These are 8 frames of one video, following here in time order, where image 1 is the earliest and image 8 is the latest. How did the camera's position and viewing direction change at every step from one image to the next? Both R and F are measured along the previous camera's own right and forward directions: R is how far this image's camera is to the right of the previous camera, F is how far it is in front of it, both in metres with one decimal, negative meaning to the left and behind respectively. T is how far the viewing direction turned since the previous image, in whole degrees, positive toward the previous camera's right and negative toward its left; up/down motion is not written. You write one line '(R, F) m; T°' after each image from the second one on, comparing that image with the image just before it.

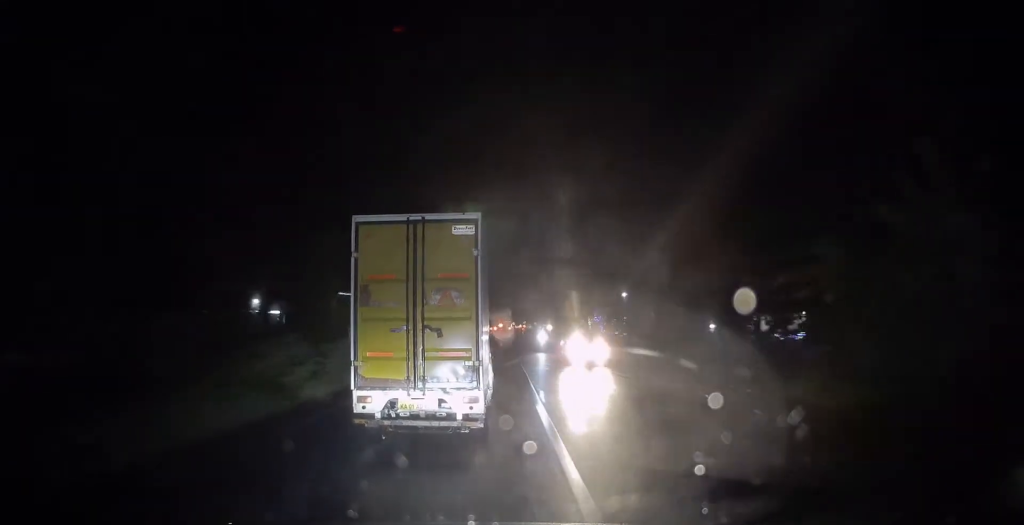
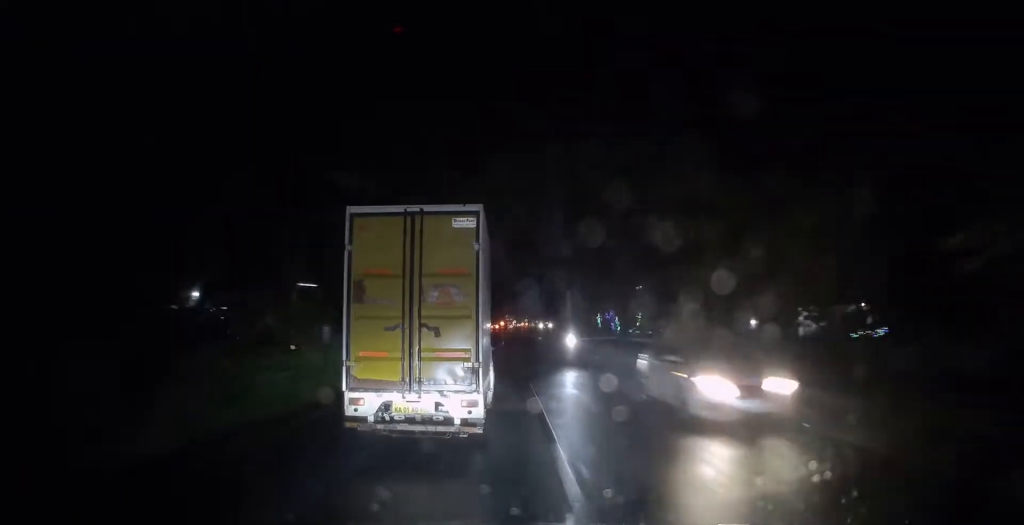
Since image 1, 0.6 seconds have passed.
(-0.2, +8.8) m; +1°
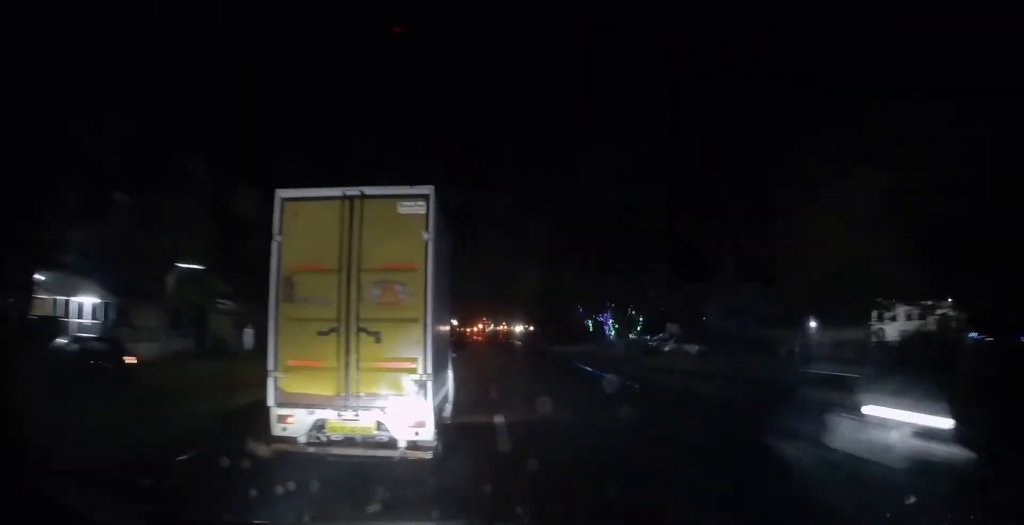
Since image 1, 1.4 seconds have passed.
(+0.4, +11.8) m; +2°
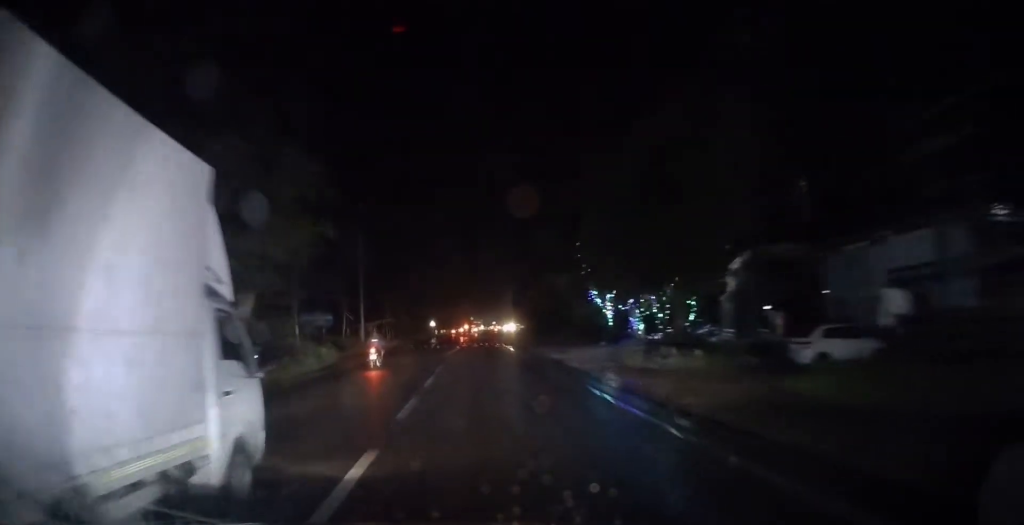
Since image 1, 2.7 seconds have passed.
(+0.5, +21.5) m; 0°
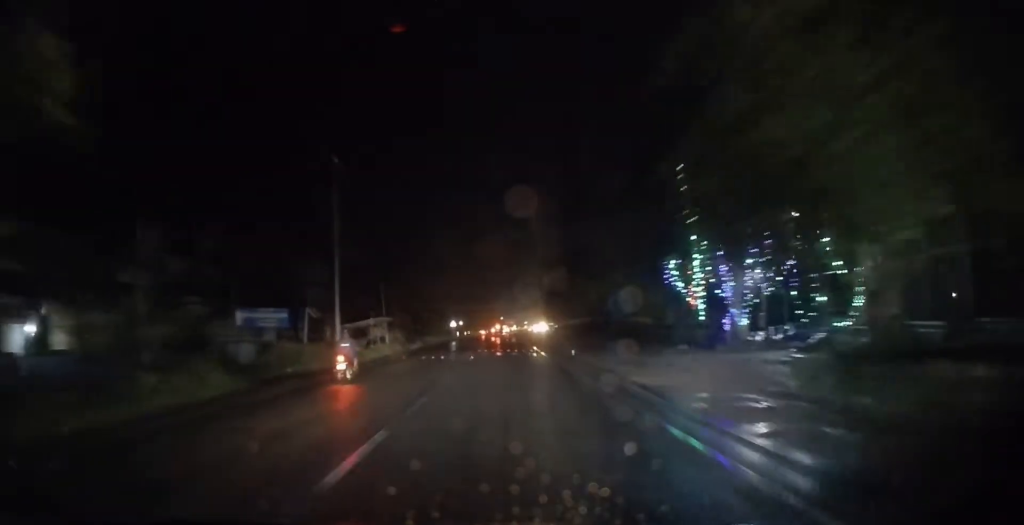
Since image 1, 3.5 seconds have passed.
(-0.4, +16.0) m; -1°
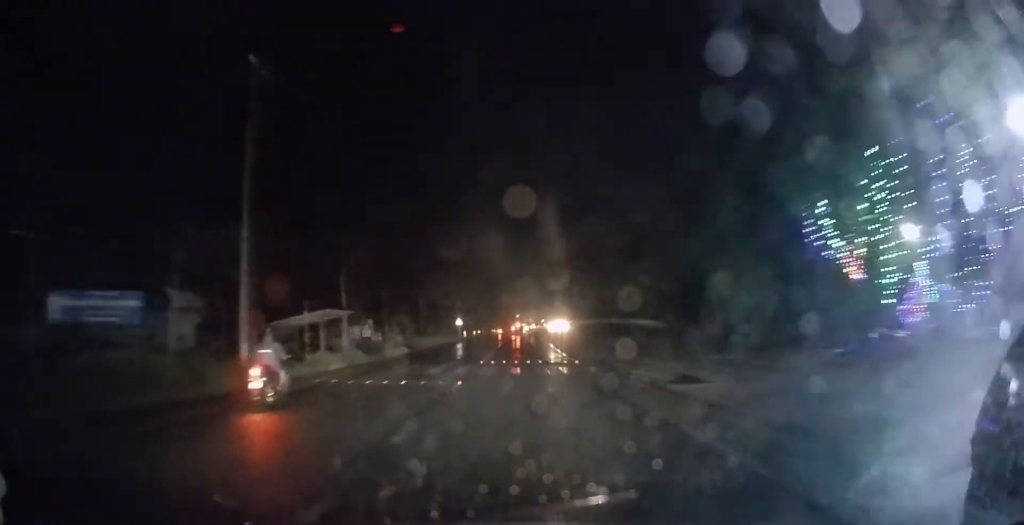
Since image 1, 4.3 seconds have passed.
(-0.1, +15.4) m; -1°
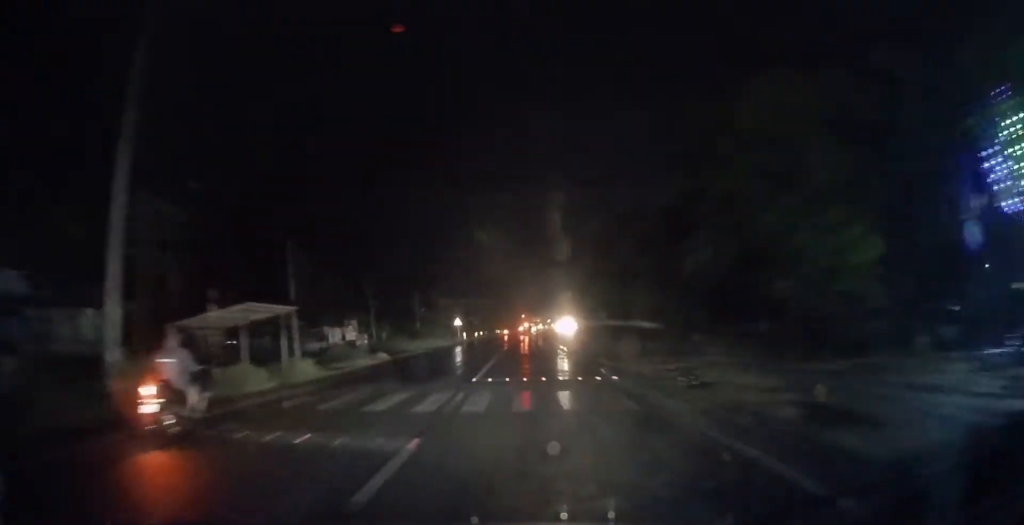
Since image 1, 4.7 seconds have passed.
(+0.1, +8.2) m; -1°
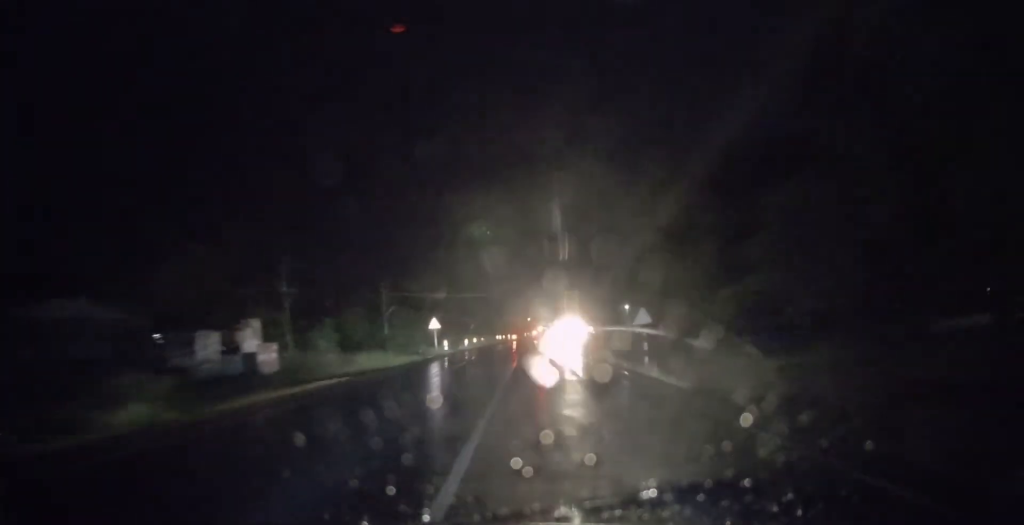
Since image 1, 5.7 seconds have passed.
(-0.5, +23.3) m; 0°
